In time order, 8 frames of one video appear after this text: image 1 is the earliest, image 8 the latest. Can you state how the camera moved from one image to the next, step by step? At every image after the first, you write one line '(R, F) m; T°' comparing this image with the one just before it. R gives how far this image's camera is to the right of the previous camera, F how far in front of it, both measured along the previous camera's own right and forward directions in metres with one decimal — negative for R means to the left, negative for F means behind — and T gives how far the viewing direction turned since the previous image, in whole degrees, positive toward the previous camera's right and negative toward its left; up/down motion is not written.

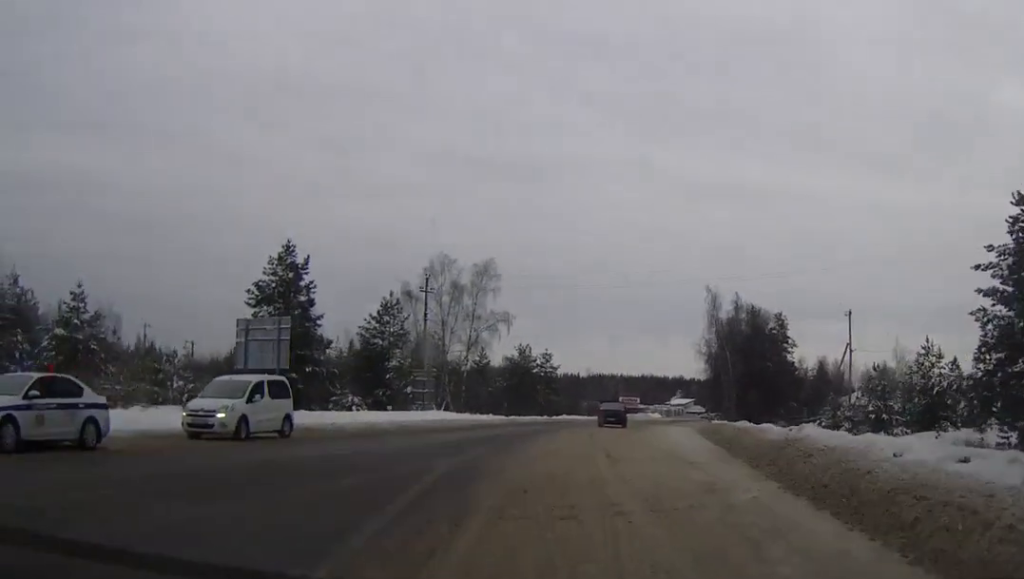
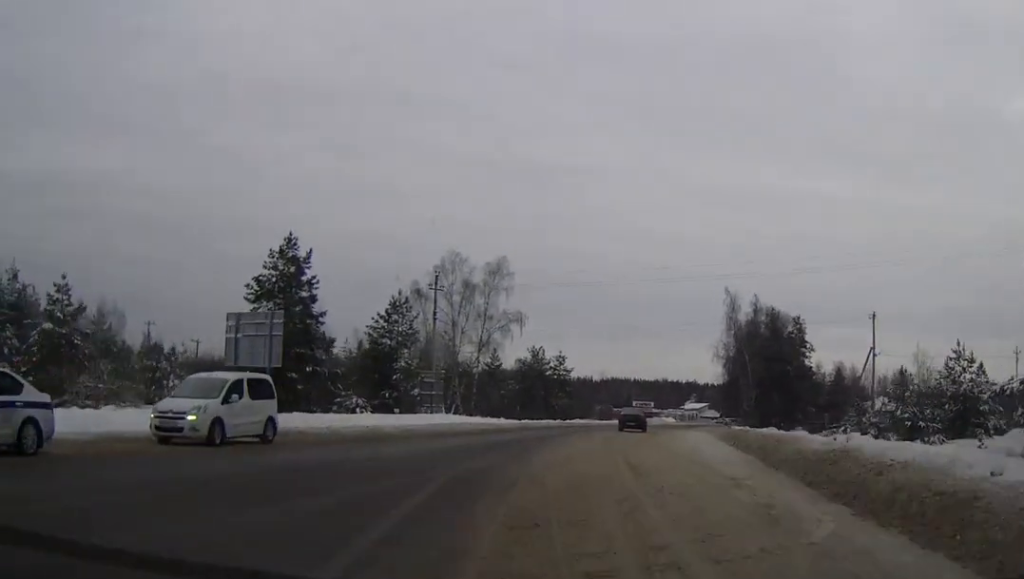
(-0.1, +2.6) m; -1°
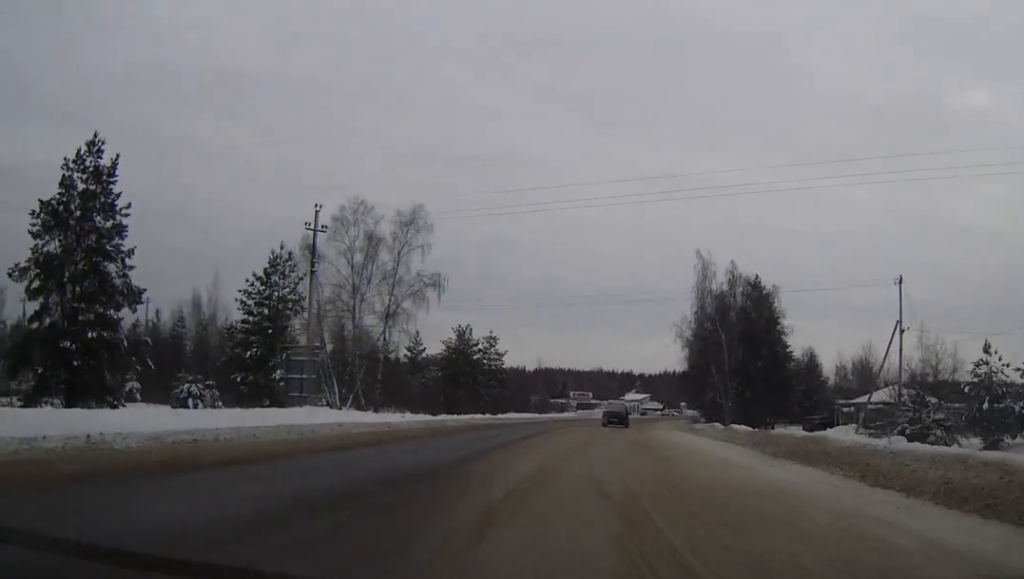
(0.0, +18.2) m; +2°
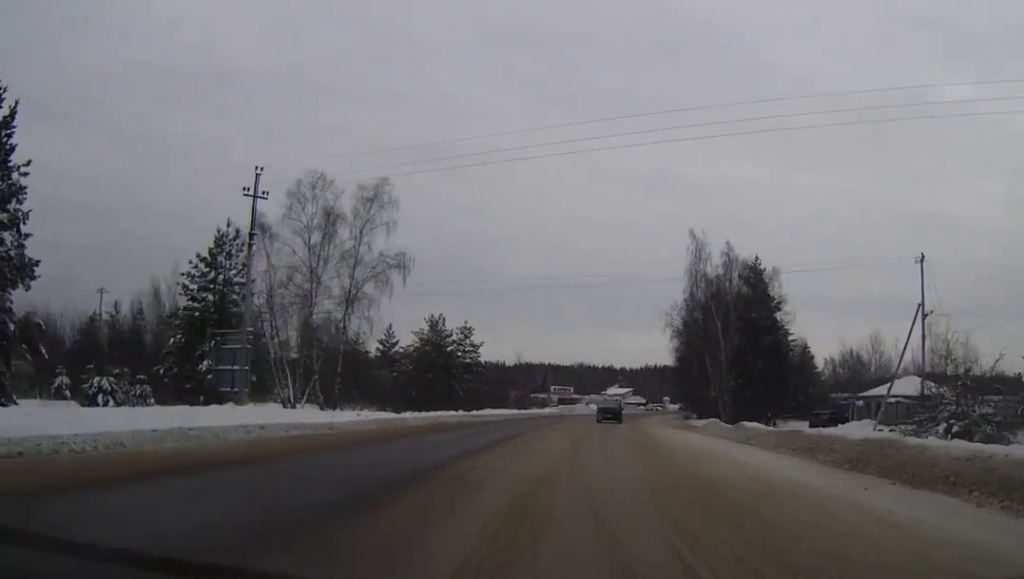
(+0.1, +6.8) m; +1°
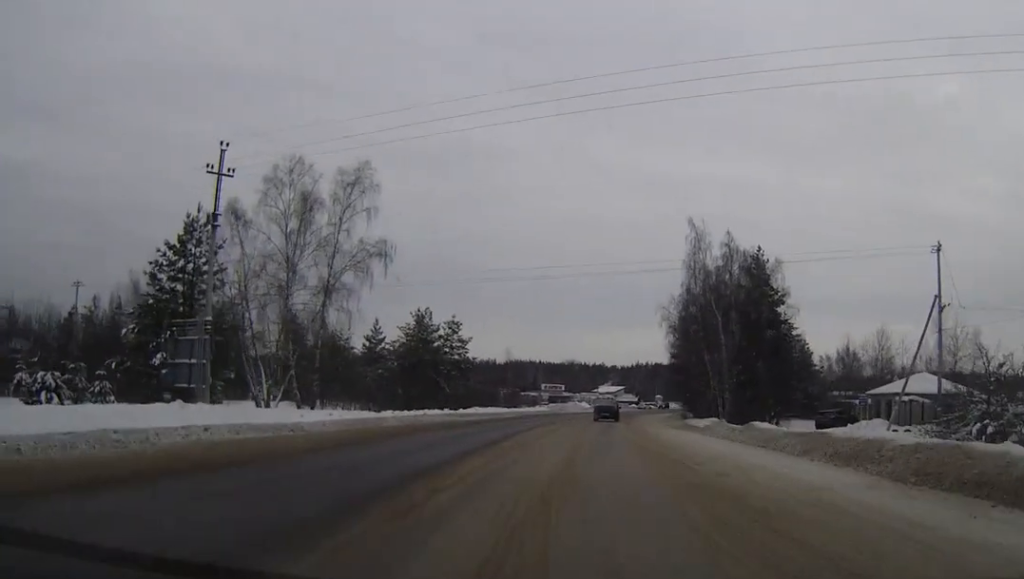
(0.0, +3.7) m; +1°
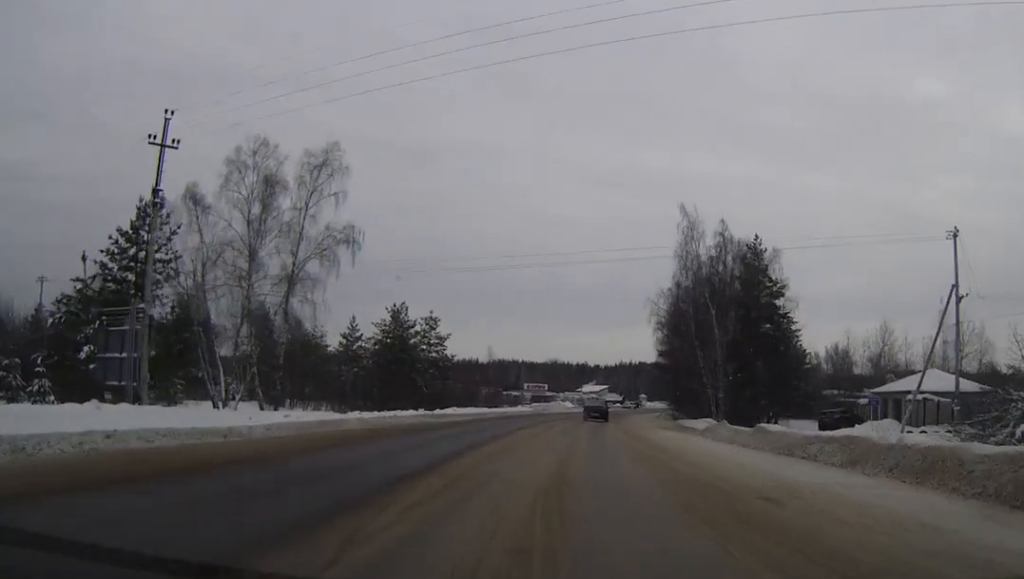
(0.0, +4.5) m; +1°
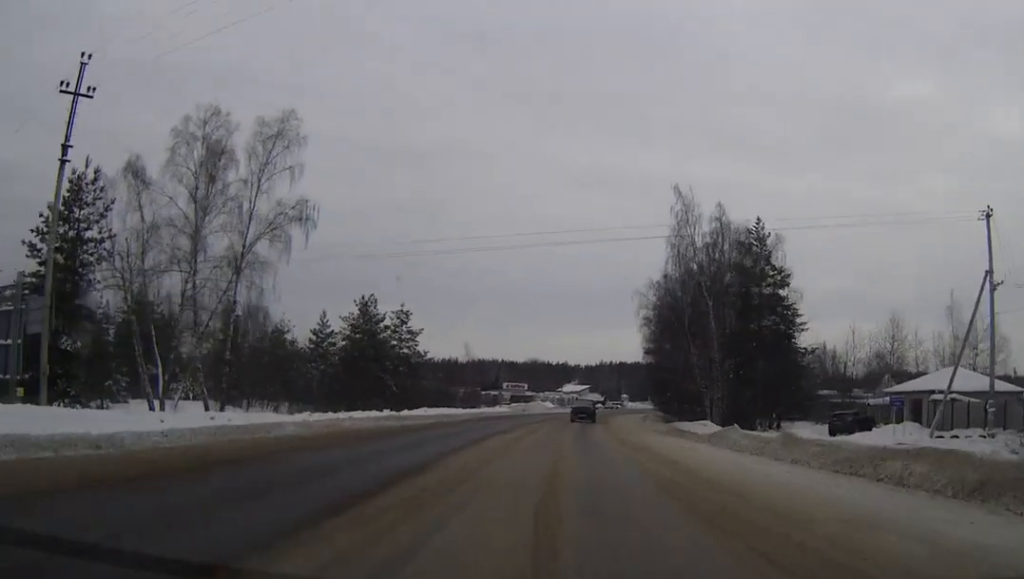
(+0.1, +6.0) m; +1°
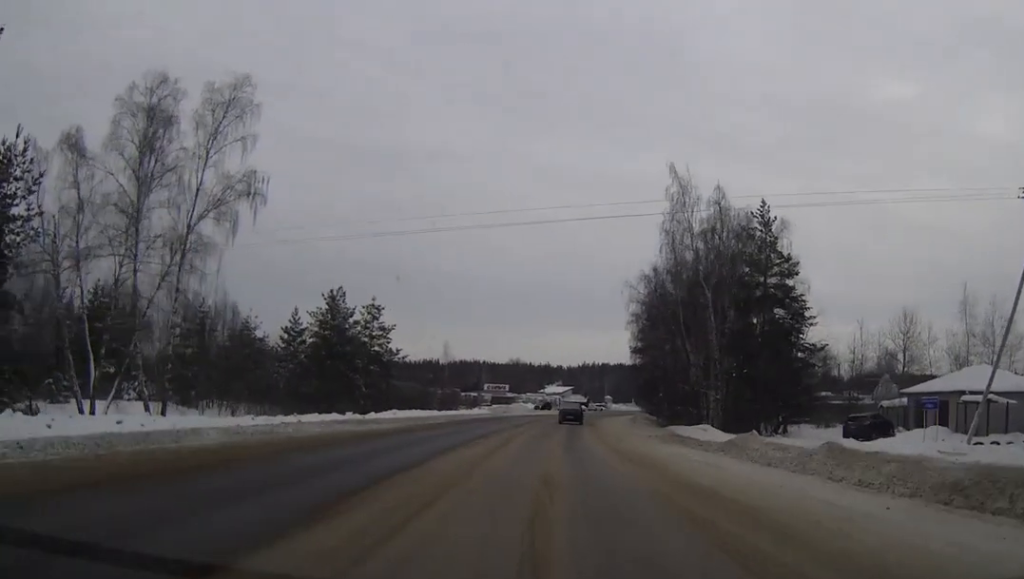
(0.0, +5.3) m; +1°
